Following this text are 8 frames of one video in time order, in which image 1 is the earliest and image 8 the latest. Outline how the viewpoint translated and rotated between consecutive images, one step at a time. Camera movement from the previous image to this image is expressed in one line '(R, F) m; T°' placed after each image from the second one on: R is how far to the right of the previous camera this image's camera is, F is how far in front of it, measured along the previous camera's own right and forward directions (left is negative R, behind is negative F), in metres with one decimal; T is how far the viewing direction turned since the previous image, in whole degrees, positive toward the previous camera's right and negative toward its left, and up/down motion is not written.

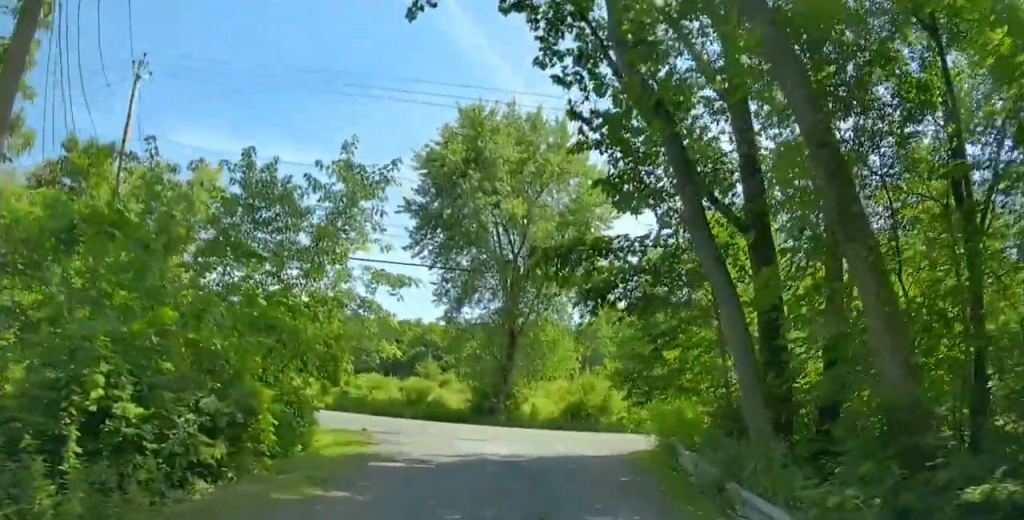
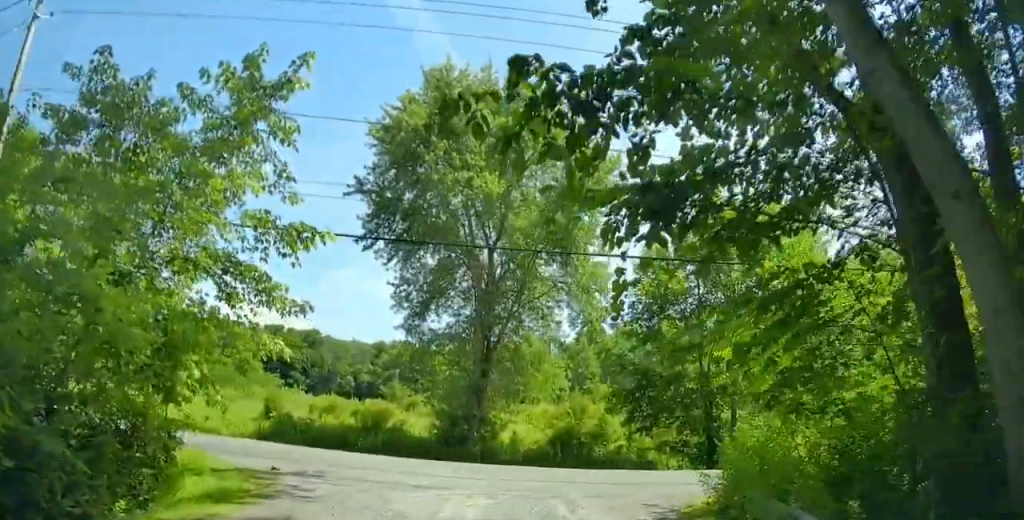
(+0.1, +6.3) m; +3°
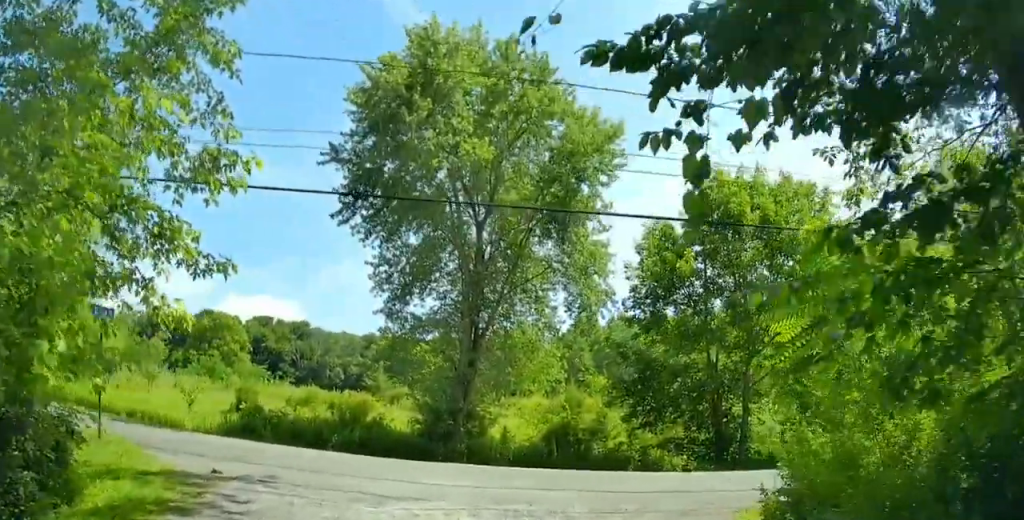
(0.0, +2.7) m; +2°
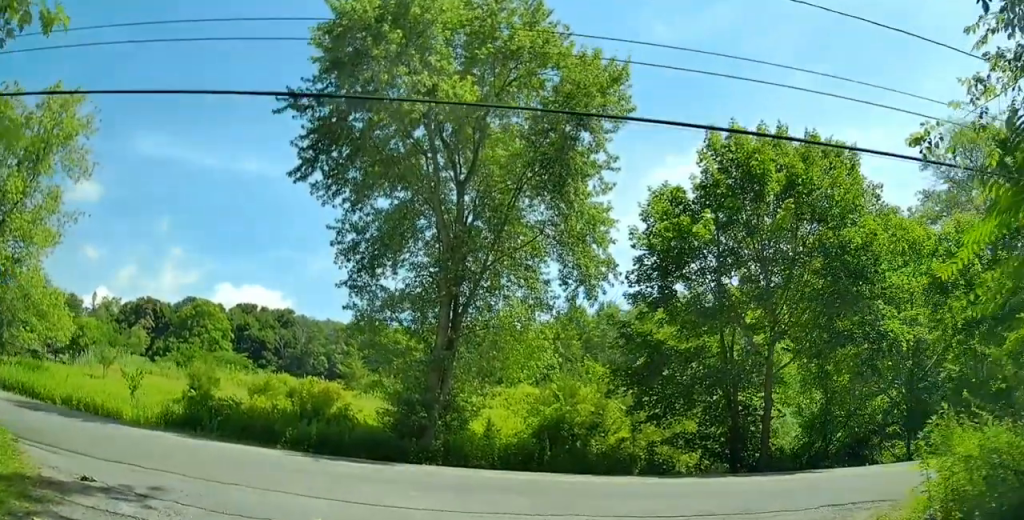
(+0.2, +3.9) m; +4°
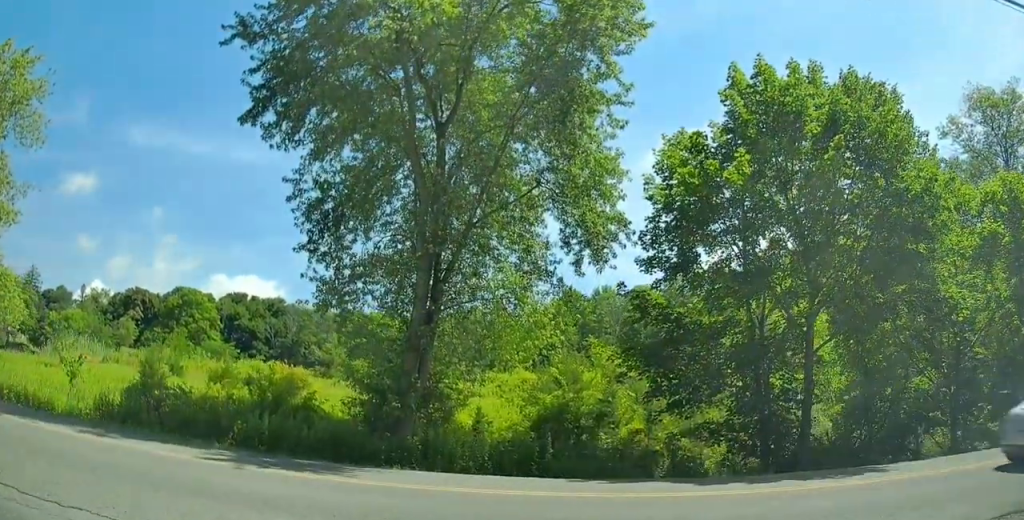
(+0.1, +4.1) m; +2°
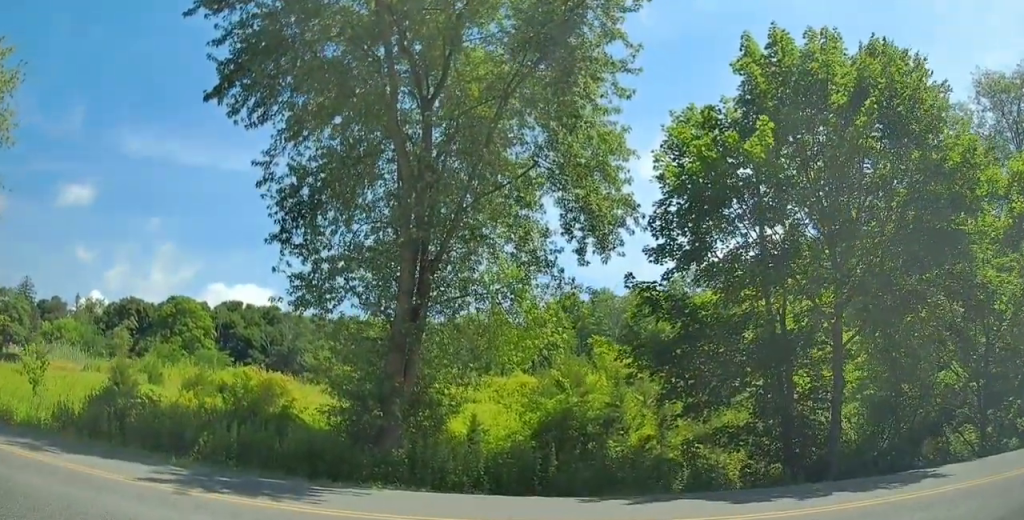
(-0.1, +2.7) m; 0°
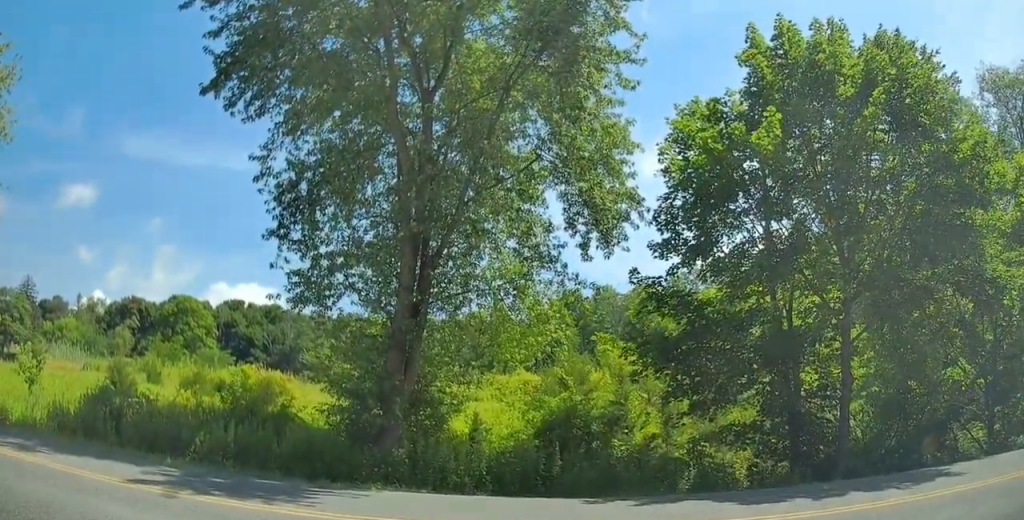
(+0.2, +0.6) m; 0°
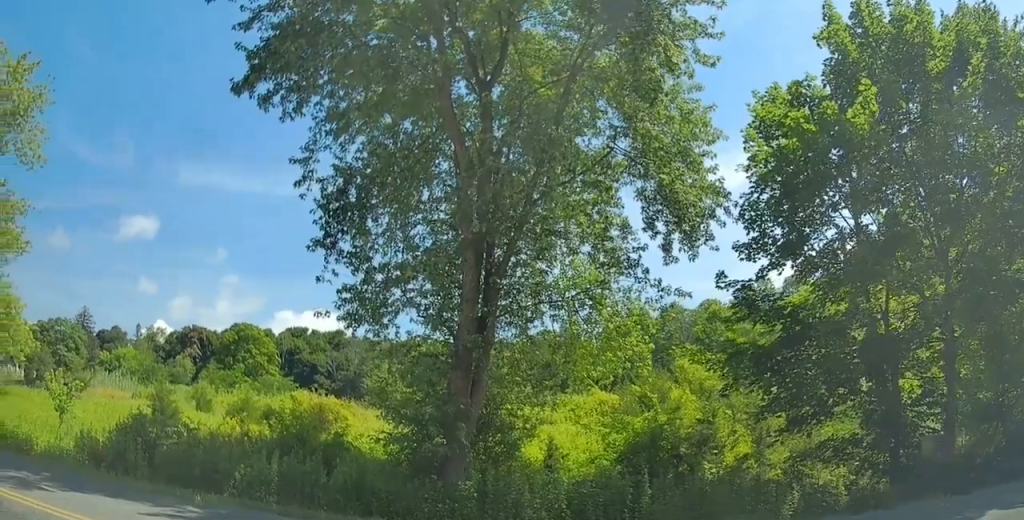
(+0.4, +1.9) m; -11°
